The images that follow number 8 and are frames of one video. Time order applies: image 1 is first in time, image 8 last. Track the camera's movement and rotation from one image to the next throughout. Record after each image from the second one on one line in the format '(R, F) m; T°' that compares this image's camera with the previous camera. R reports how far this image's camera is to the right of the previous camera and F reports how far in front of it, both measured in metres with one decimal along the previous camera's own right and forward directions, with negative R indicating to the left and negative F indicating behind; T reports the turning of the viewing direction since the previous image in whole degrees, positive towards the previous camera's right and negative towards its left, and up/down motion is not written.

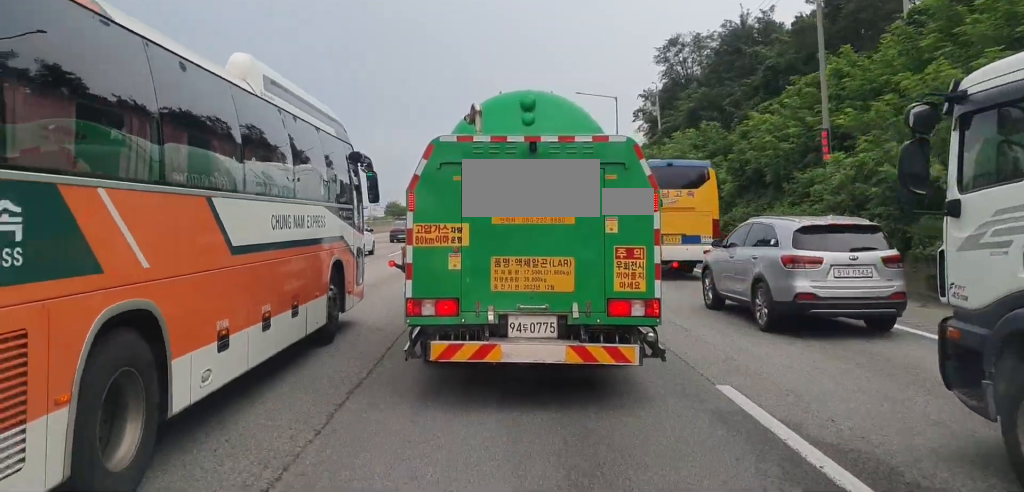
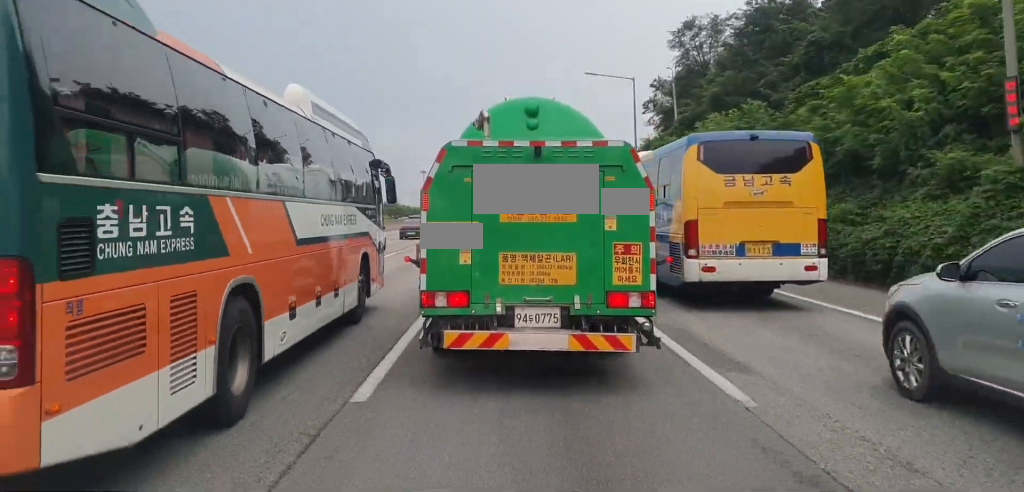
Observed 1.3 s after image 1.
(0.0, +10.8) m; +1°
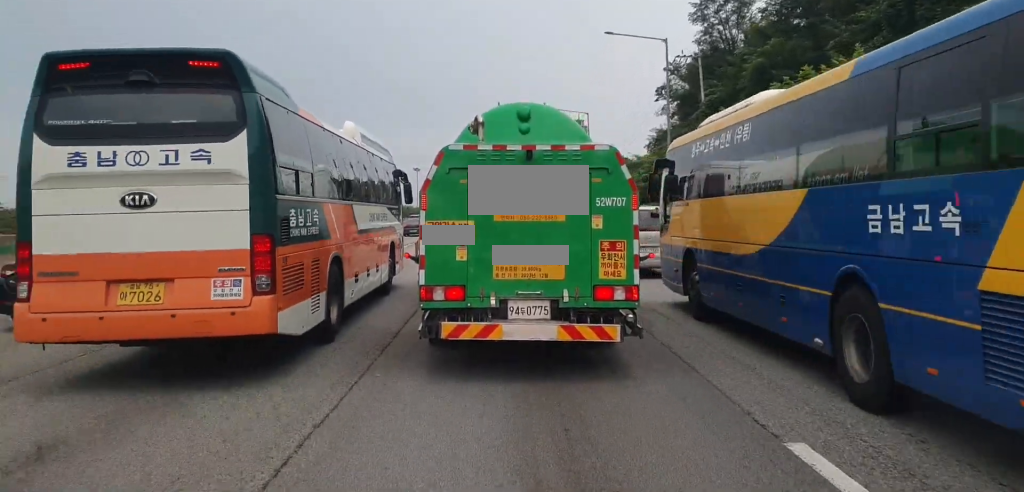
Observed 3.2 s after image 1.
(-0.1, +15.3) m; -2°
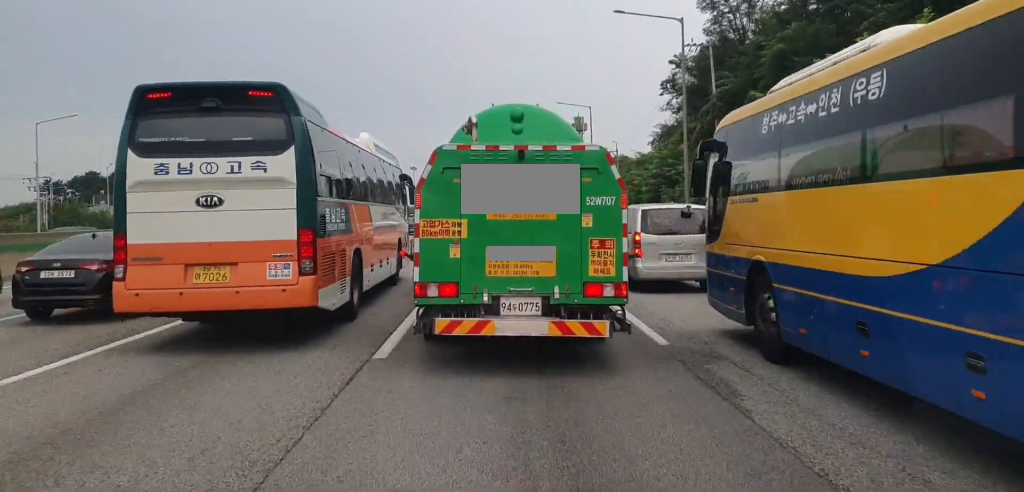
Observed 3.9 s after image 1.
(-0.1, +4.2) m; 0°
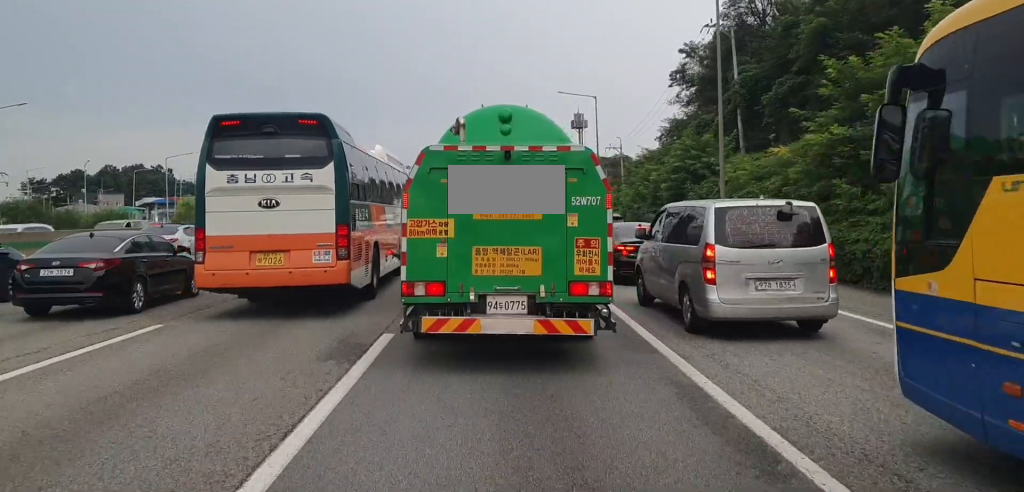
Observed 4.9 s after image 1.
(+0.2, +4.6) m; +3°
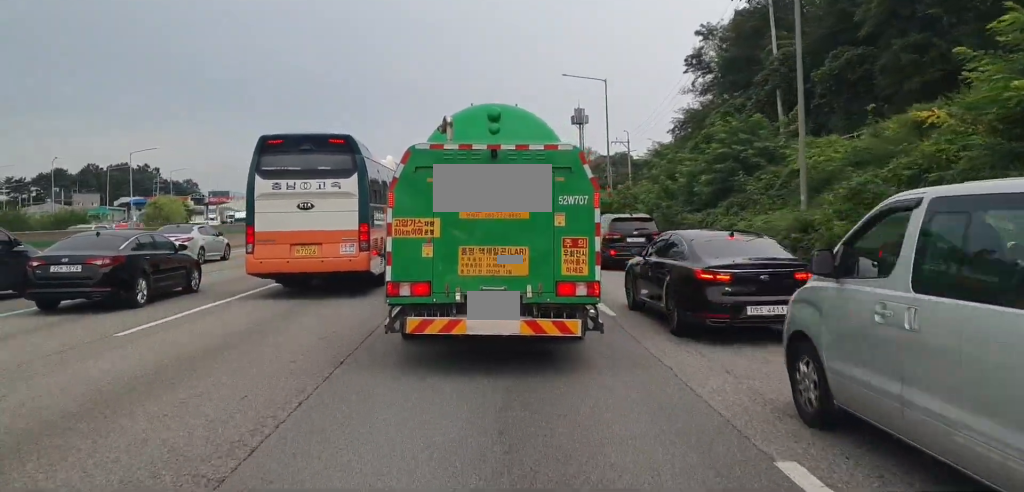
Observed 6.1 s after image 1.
(0.0, +7.9) m; 0°
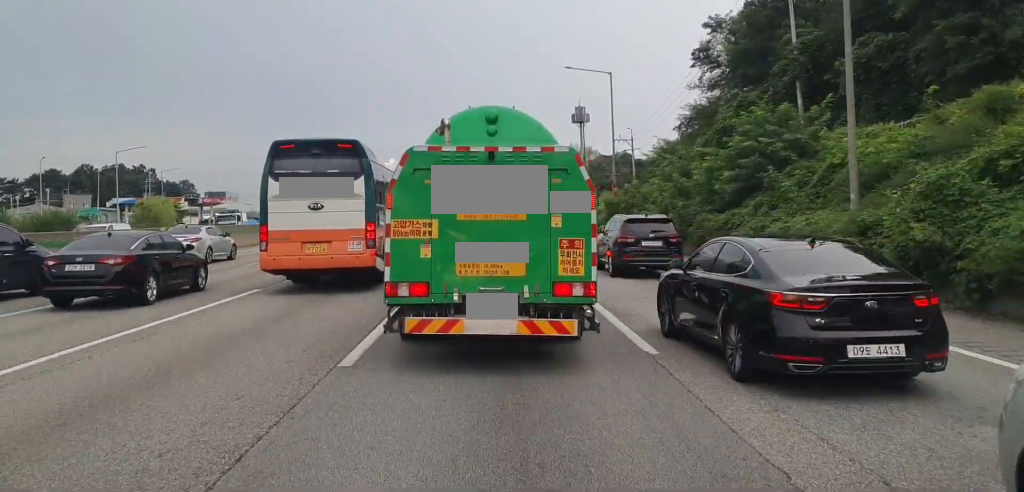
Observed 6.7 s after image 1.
(0.0, +4.1) m; -1°
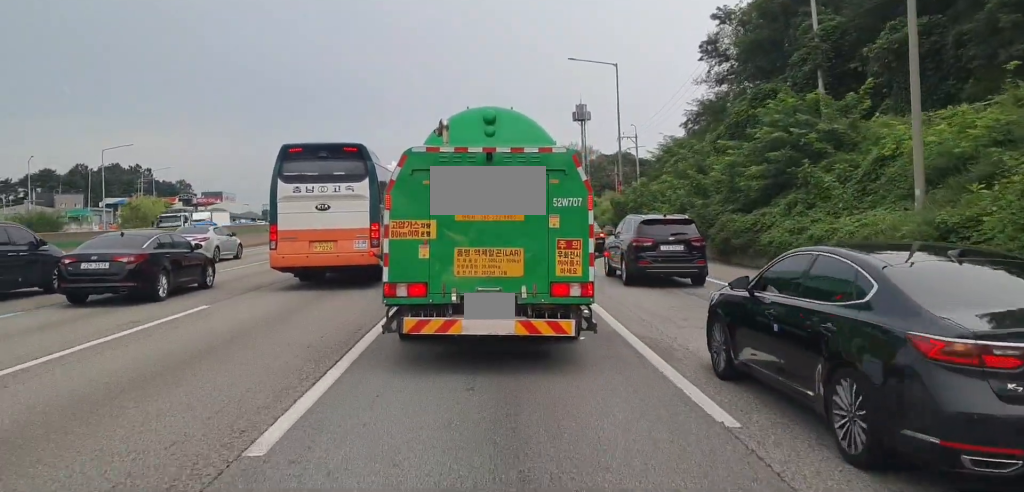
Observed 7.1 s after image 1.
(0.0, +3.8) m; 0°
